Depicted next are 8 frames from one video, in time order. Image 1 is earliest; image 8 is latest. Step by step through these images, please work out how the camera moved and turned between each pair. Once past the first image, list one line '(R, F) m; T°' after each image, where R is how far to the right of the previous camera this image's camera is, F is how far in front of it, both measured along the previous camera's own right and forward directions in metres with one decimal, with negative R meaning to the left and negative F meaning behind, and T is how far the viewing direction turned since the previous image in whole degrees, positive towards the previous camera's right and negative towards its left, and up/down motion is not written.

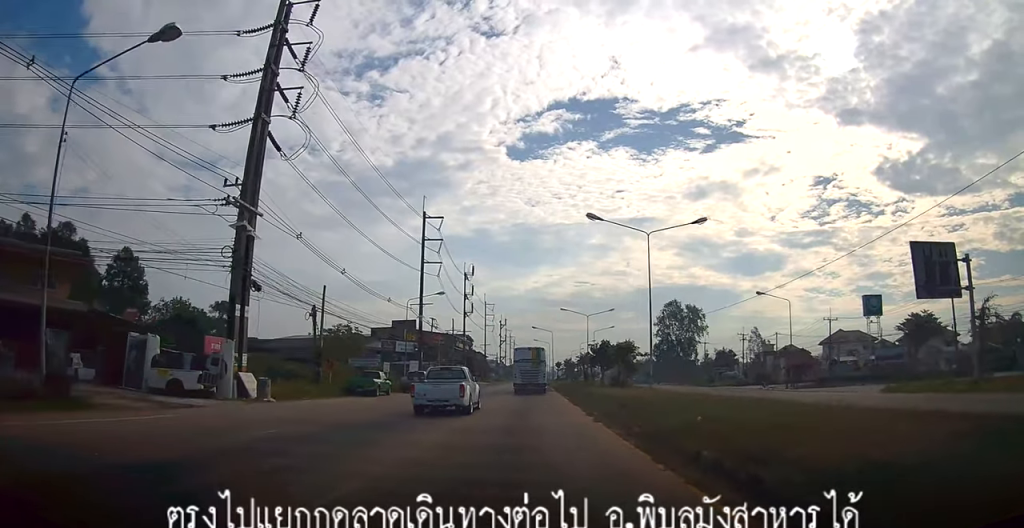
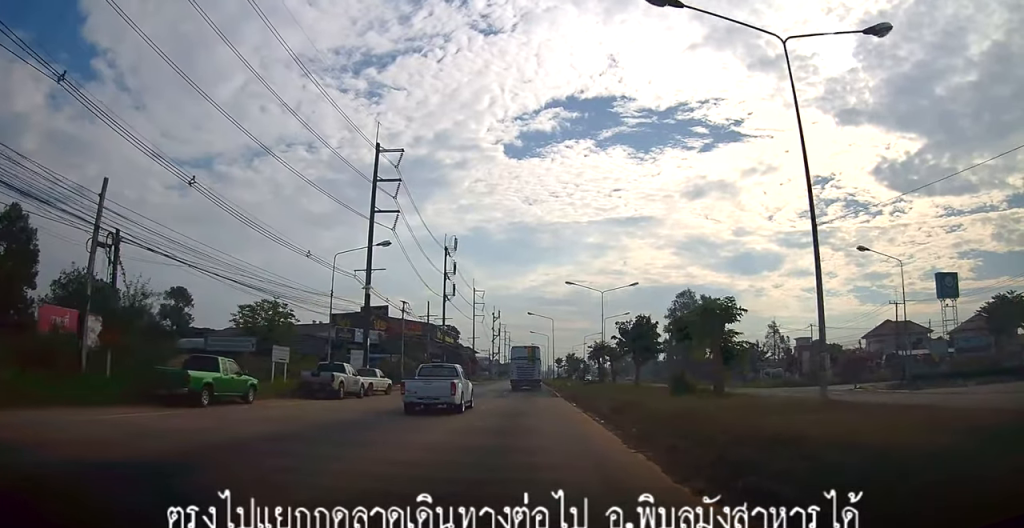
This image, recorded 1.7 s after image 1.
(-0.1, +19.7) m; 0°
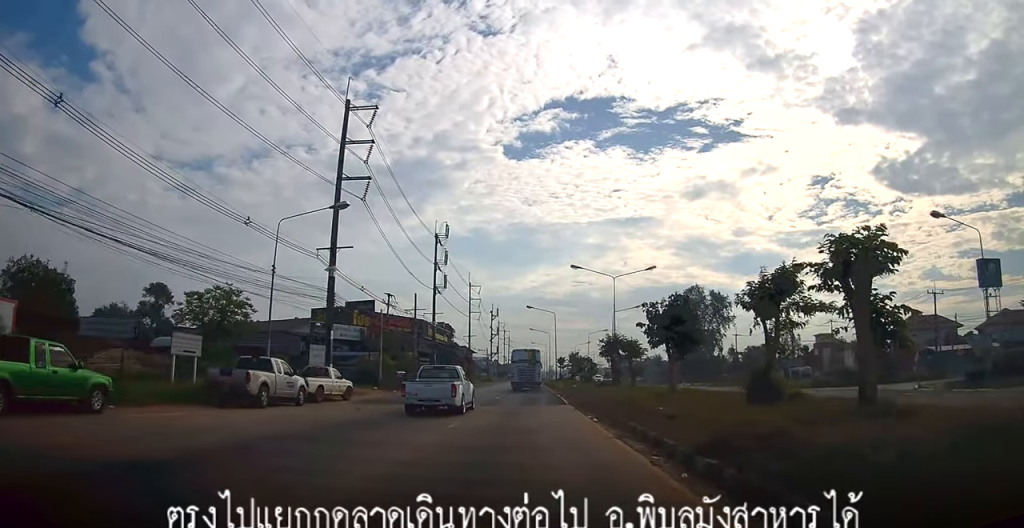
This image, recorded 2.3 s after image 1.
(+0.1, +8.2) m; 0°
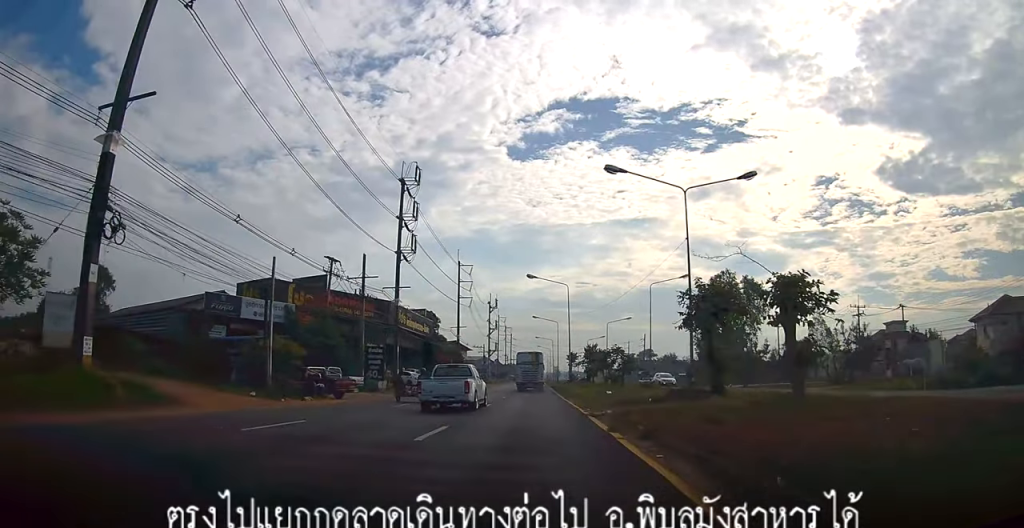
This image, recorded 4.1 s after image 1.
(-0.2, +21.0) m; -1°
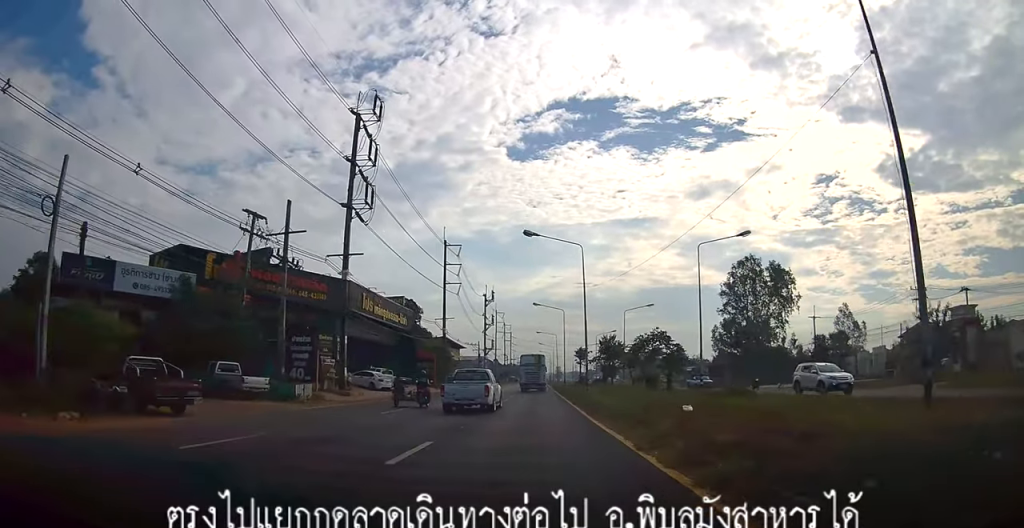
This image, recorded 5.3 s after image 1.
(-0.1, +14.4) m; -1°
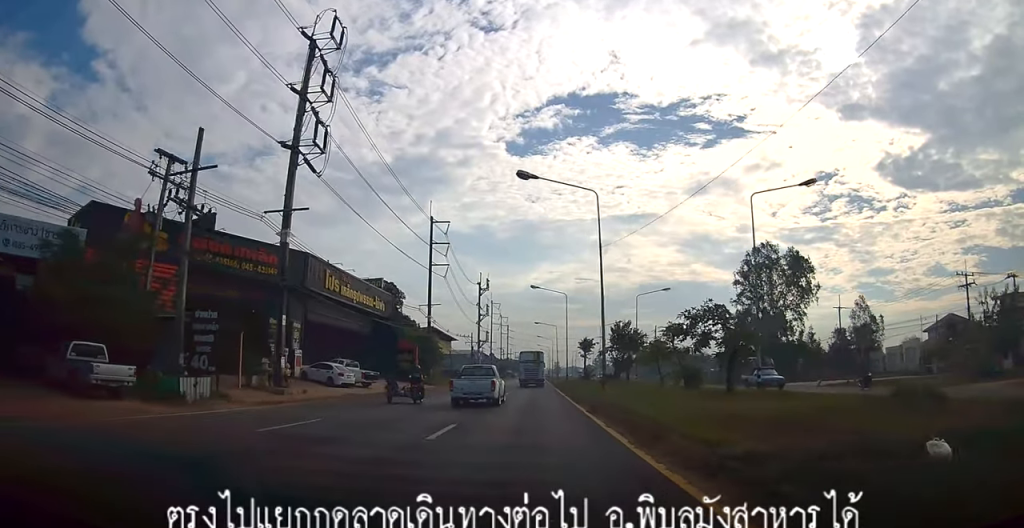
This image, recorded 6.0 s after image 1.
(-0.1, +8.7) m; +1°
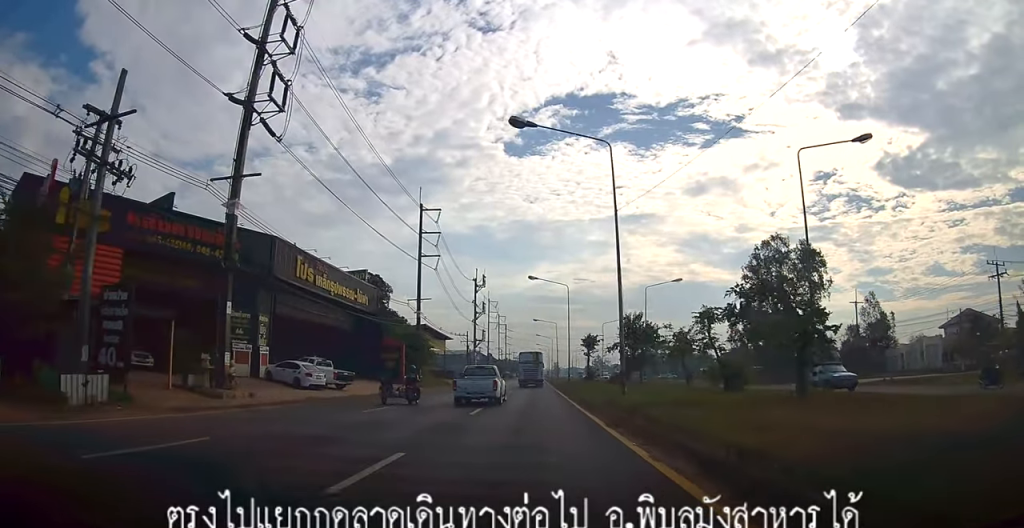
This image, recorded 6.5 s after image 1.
(0.0, +4.9) m; 0°
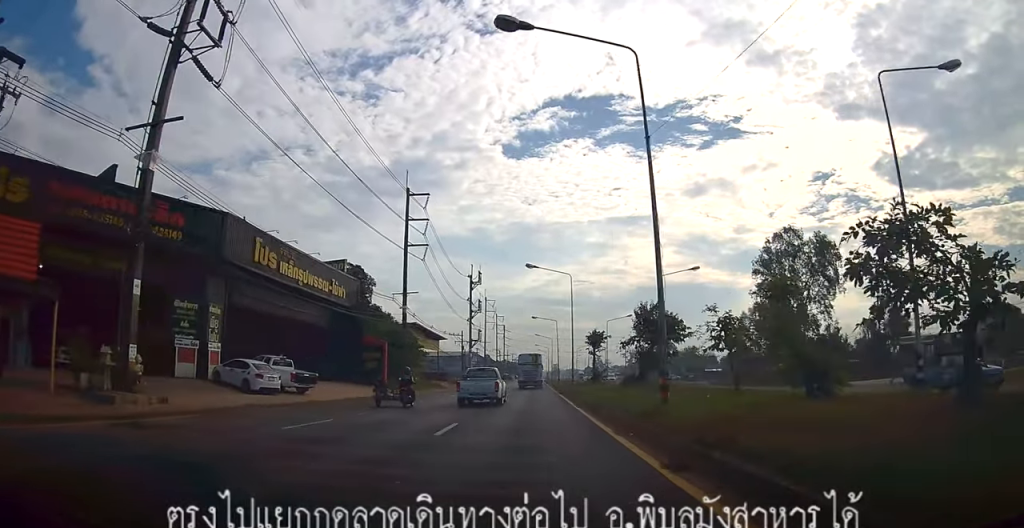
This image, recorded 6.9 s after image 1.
(+0.1, +5.6) m; +1°
